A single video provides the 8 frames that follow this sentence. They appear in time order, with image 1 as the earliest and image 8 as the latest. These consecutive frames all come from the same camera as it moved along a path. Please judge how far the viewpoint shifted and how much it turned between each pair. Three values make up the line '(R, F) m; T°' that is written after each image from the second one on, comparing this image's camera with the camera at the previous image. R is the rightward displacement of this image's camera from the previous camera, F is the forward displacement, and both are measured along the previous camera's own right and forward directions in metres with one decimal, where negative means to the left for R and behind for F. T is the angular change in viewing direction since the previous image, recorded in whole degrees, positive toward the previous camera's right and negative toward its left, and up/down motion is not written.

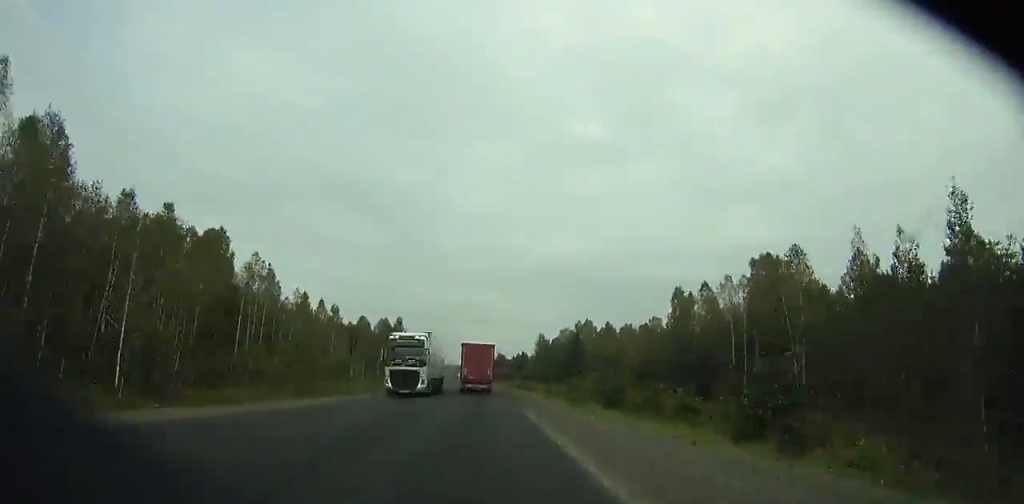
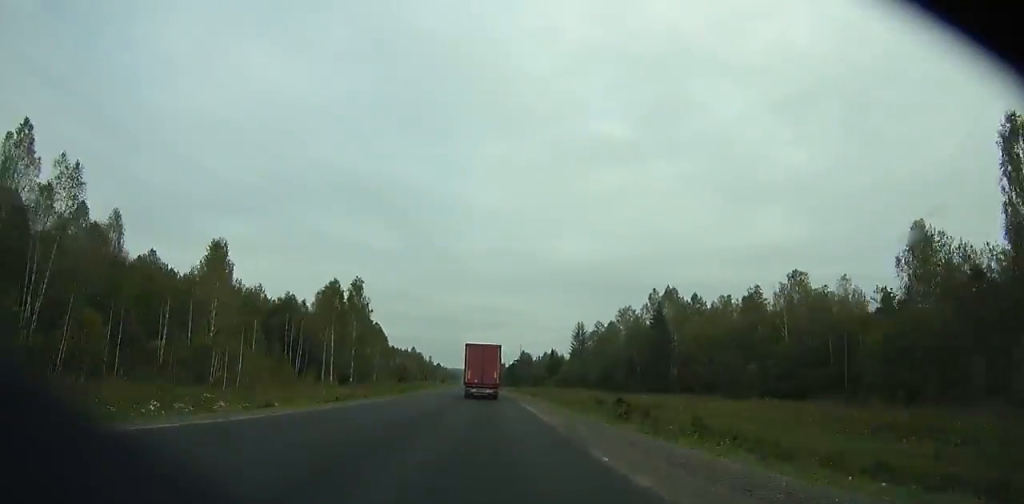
(-0.9, +69.5) m; -1°
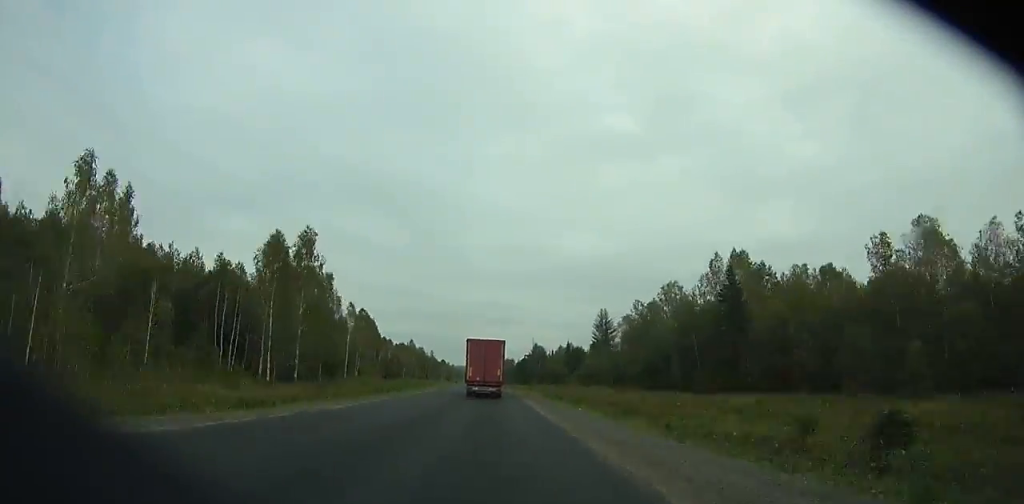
(-0.3, +30.8) m; -1°
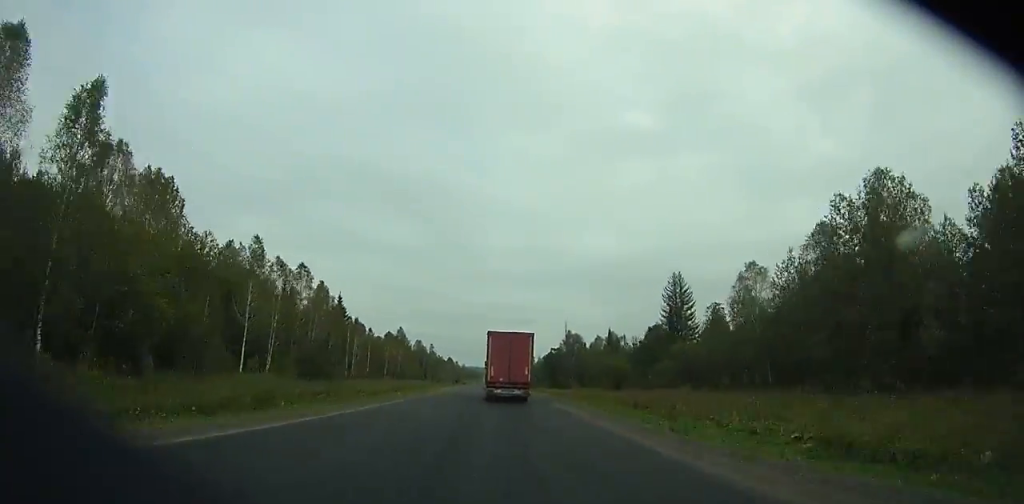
(-0.6, +60.6) m; -1°
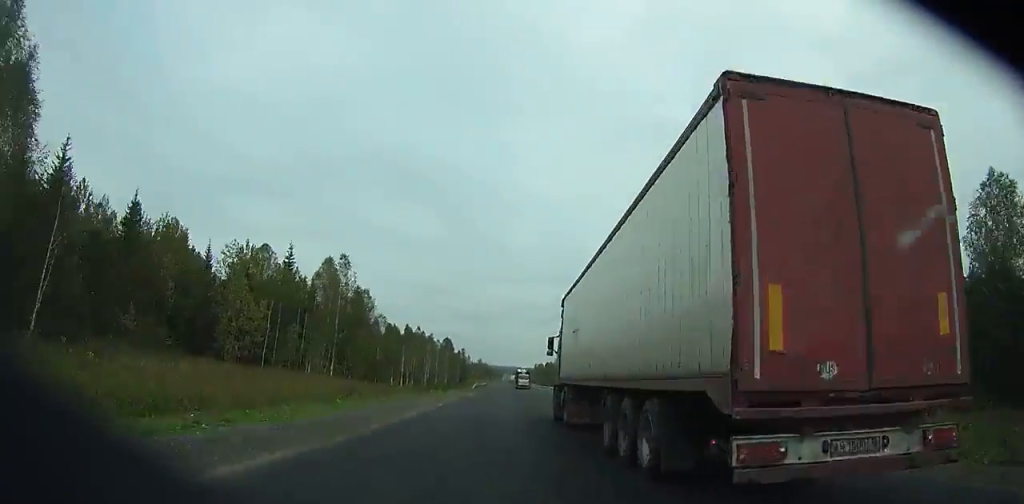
(-3.2, +154.9) m; -1°
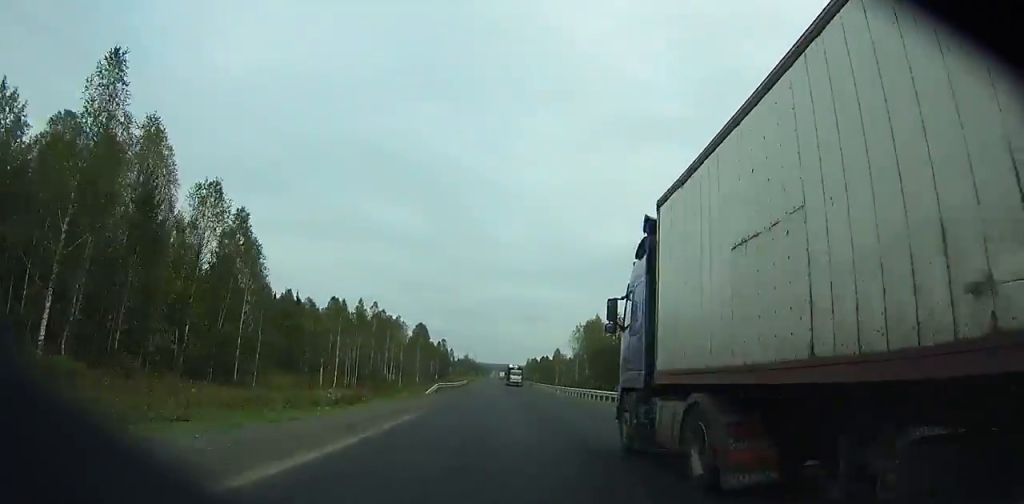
(+0.3, +44.3) m; 0°
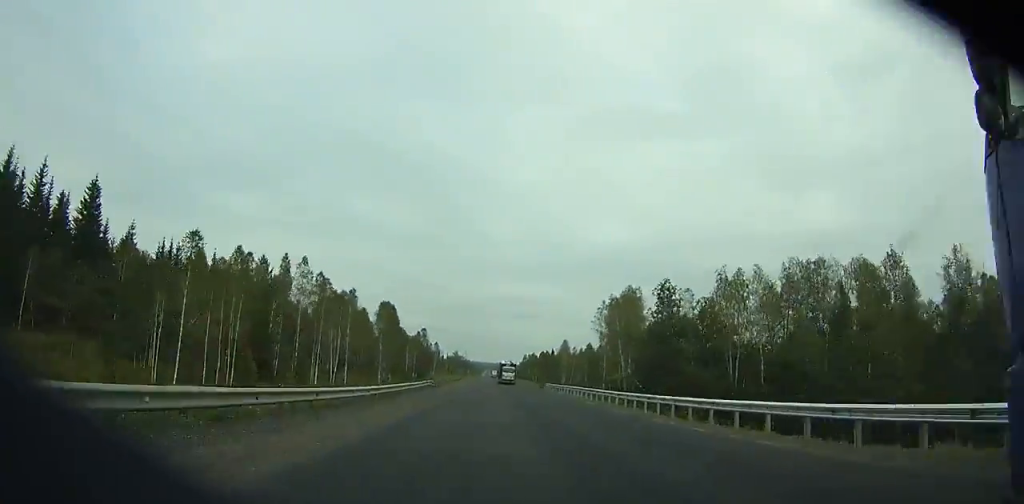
(+0.1, +39.0) m; 0°
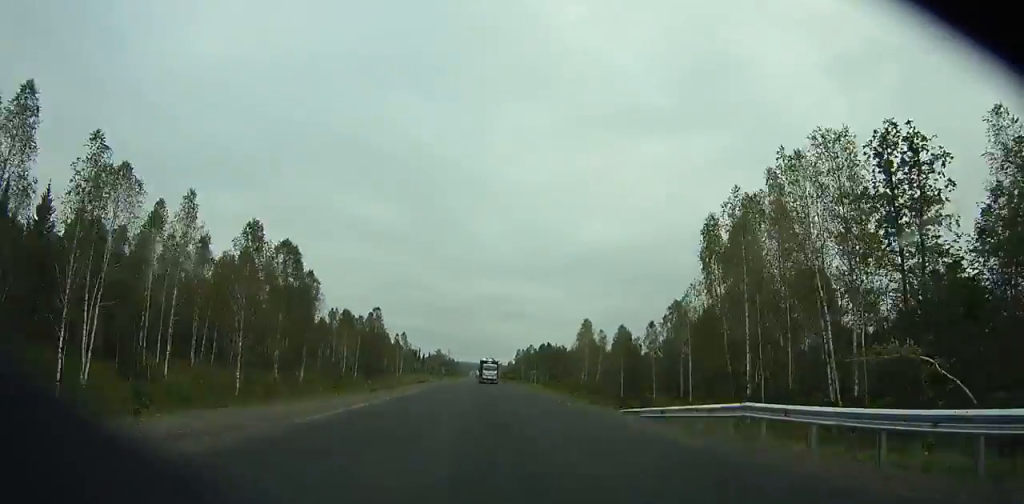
(+0.2, +55.9) m; 0°
